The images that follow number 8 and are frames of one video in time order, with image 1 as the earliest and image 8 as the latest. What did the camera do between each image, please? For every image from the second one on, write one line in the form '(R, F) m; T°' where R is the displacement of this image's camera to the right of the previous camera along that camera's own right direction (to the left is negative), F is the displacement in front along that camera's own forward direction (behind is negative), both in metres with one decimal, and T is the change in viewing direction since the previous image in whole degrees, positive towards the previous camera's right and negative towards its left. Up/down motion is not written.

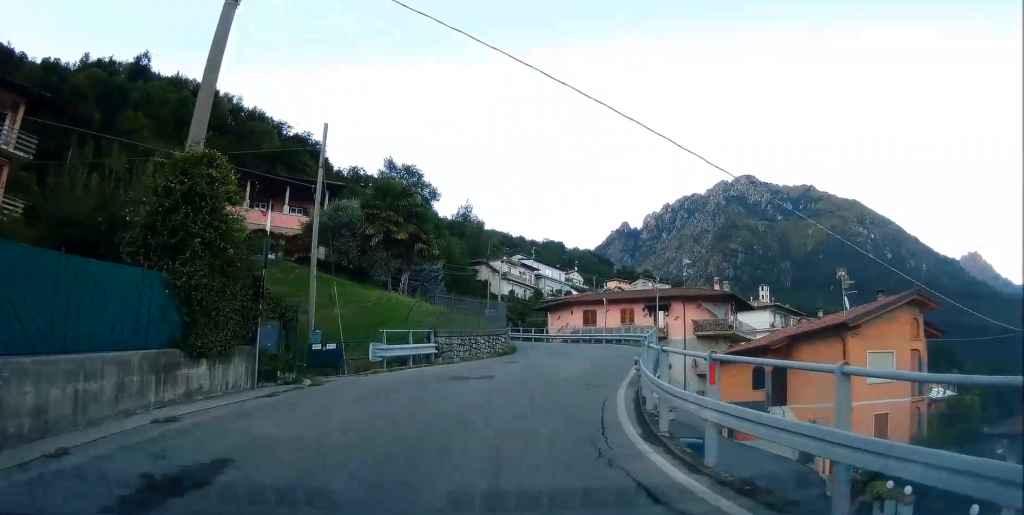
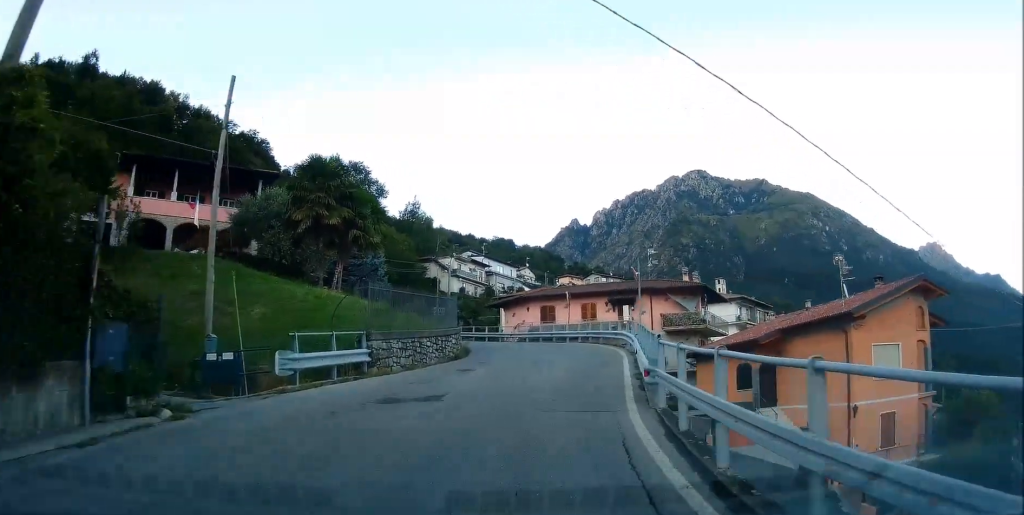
(-0.2, +4.8) m; +4°
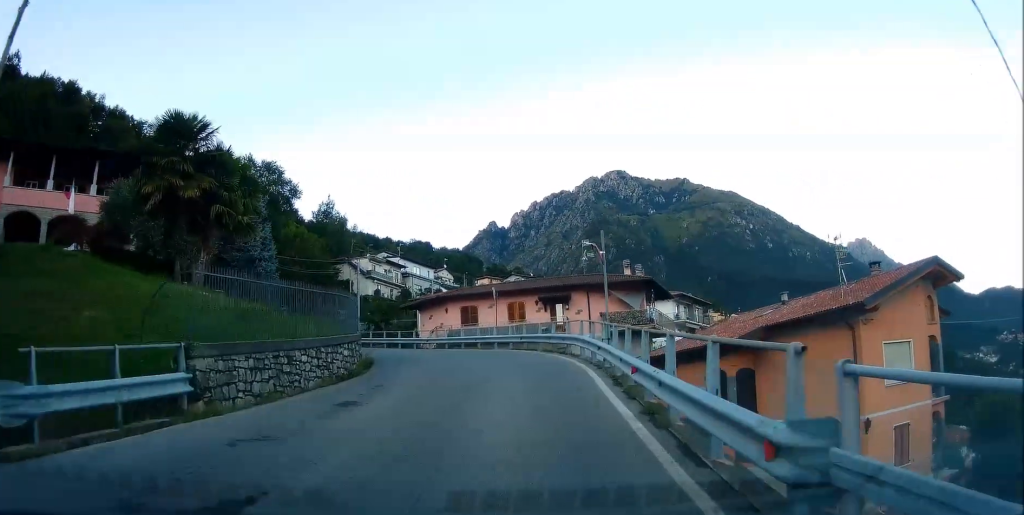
(+0.3, +6.8) m; +7°
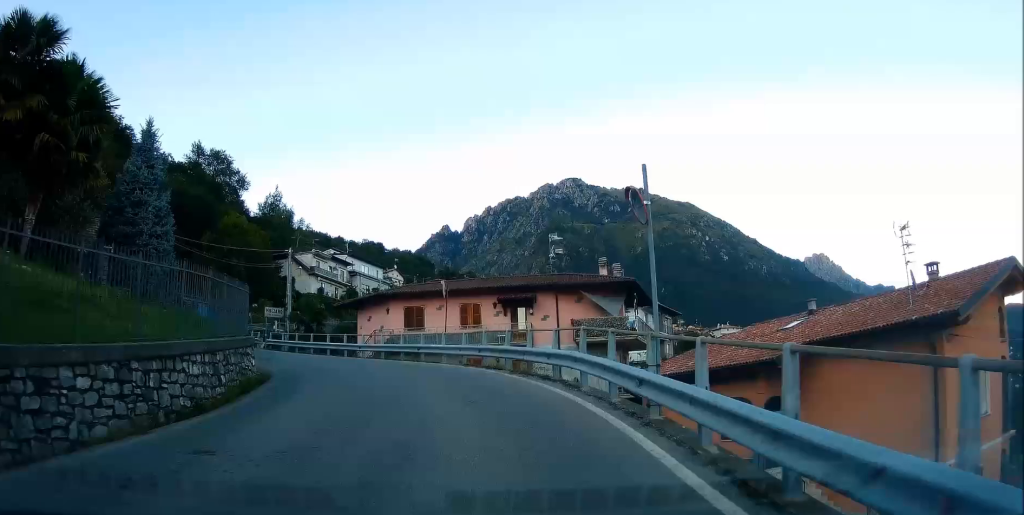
(+0.7, +7.6) m; +5°
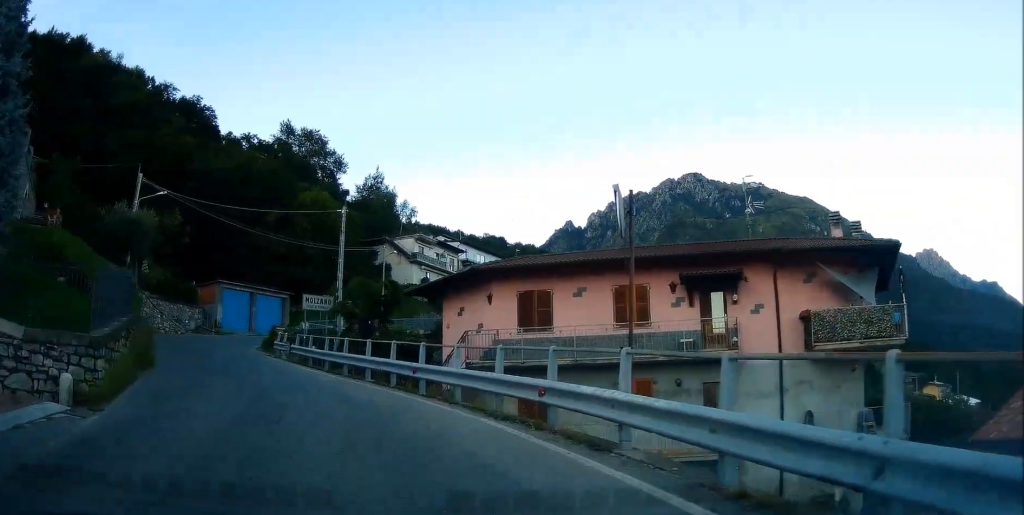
(-0.7, +16.6) m; -7°
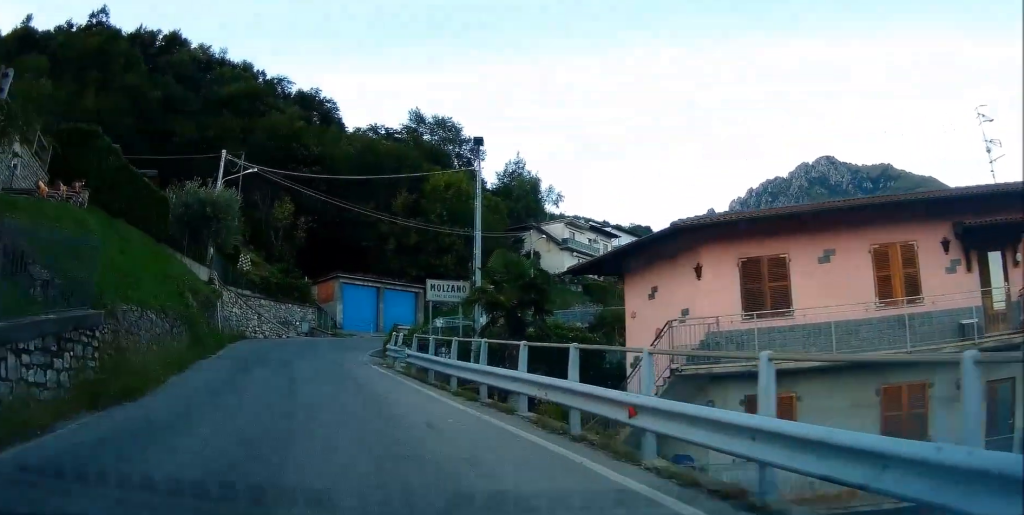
(-0.2, +7.7) m; -9°
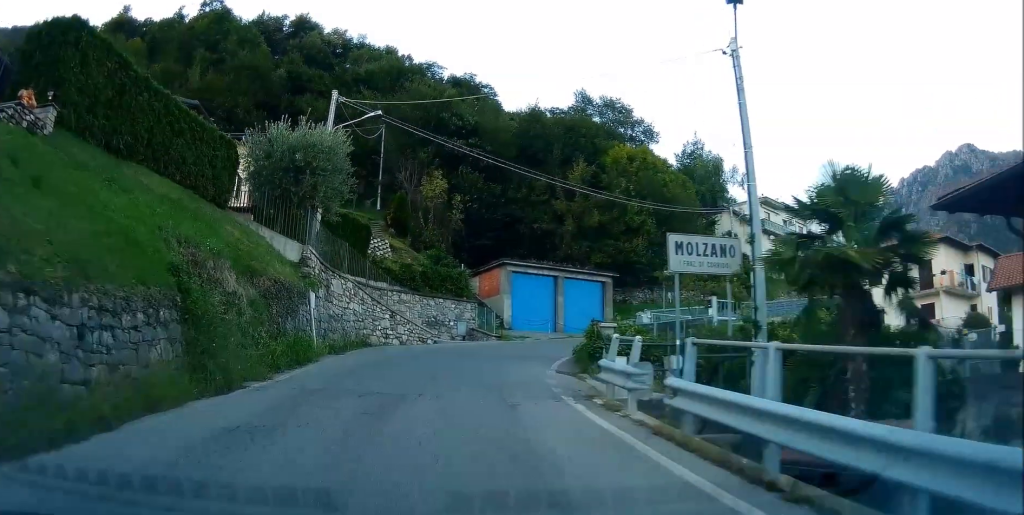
(-1.6, +9.5) m; -14°
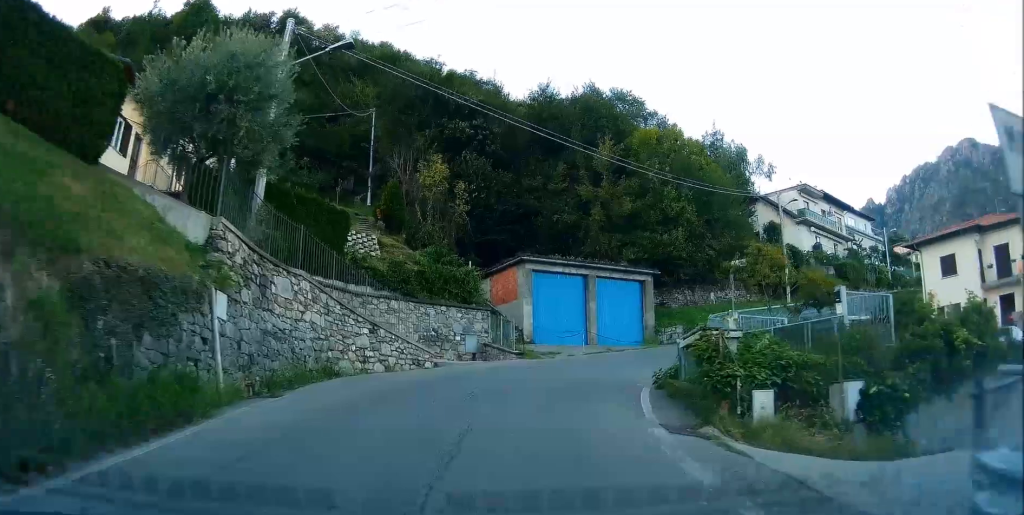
(-0.5, +7.1) m; -3°
